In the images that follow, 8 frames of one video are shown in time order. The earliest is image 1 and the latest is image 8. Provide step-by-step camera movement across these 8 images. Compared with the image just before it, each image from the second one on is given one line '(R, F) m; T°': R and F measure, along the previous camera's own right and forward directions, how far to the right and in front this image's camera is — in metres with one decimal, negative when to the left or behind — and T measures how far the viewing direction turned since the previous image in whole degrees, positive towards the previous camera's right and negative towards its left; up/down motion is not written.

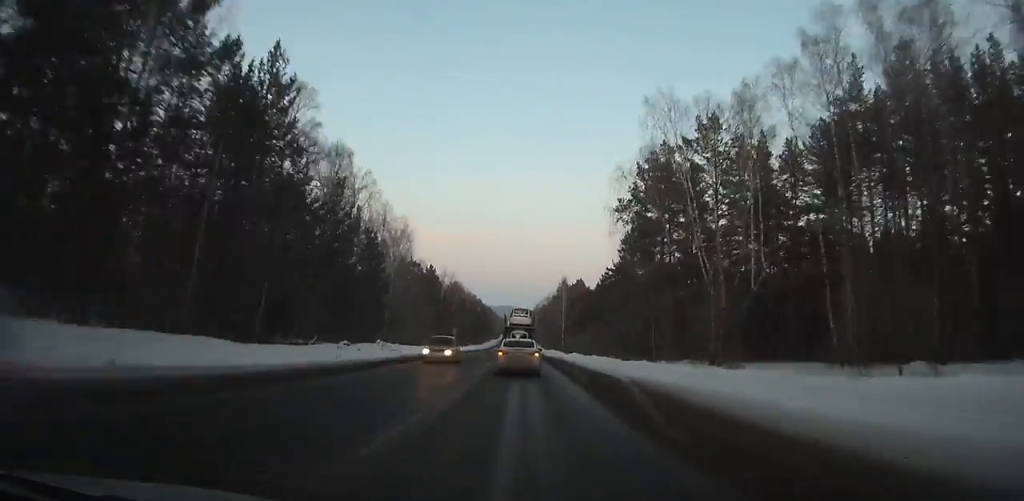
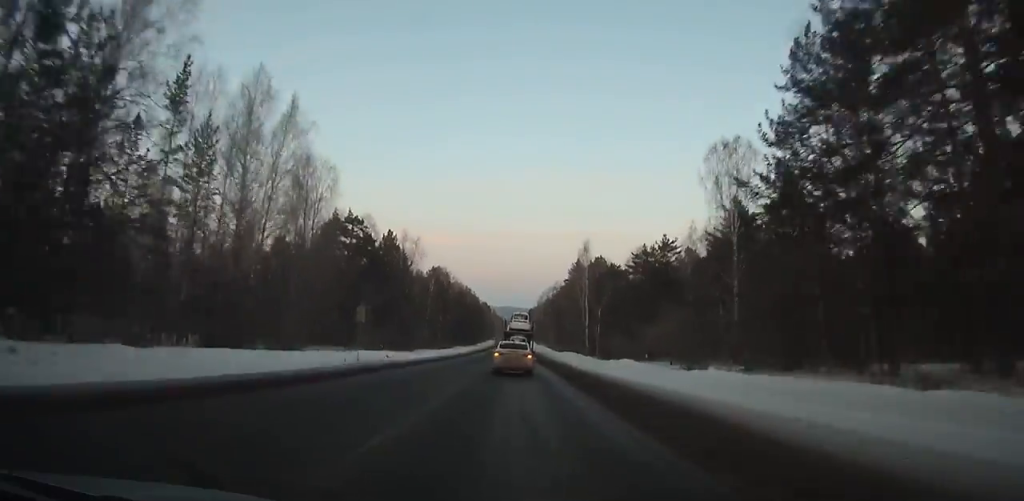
(-0.4, +50.6) m; -1°
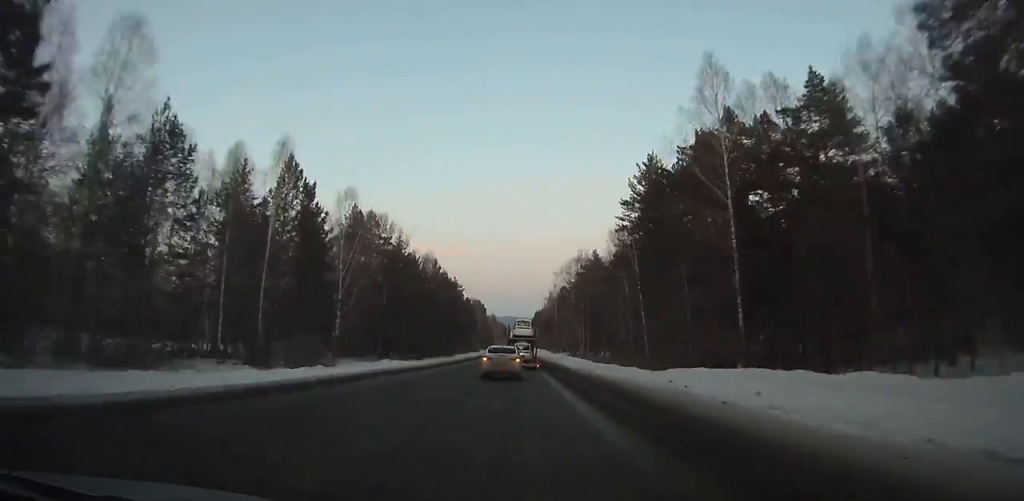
(-0.6, +88.4) m; -1°
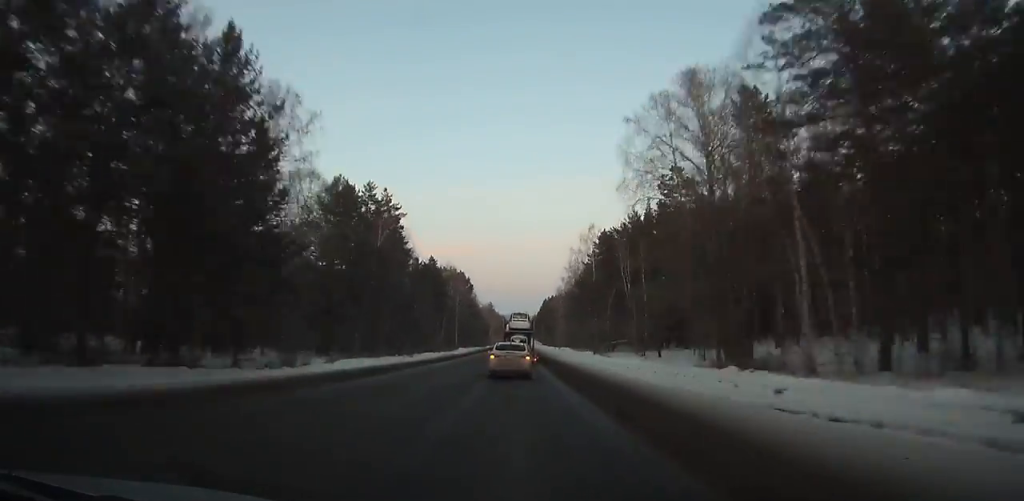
(-0.1, +94.7) m; 0°
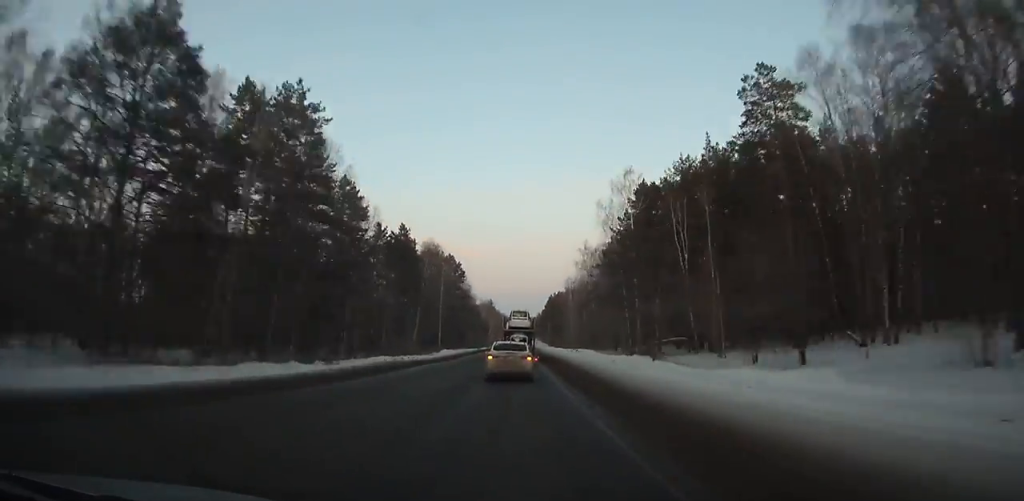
(+0.1, +34.7) m; 0°
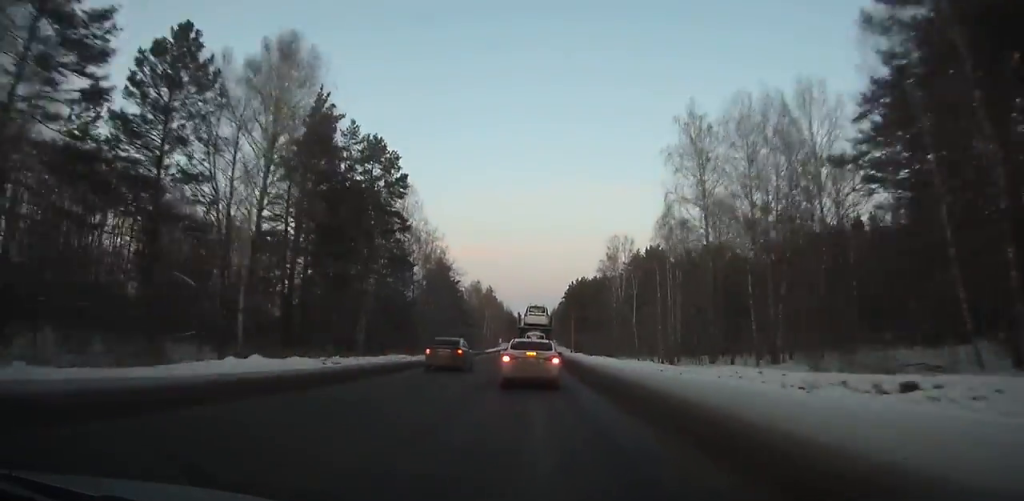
(-0.3, +77.0) m; 0°
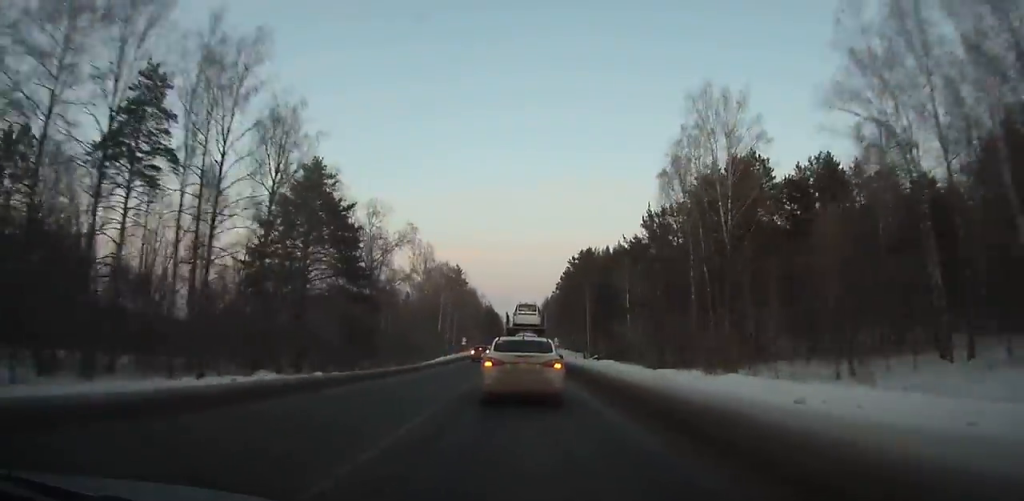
(+0.3, +59.7) m; 0°
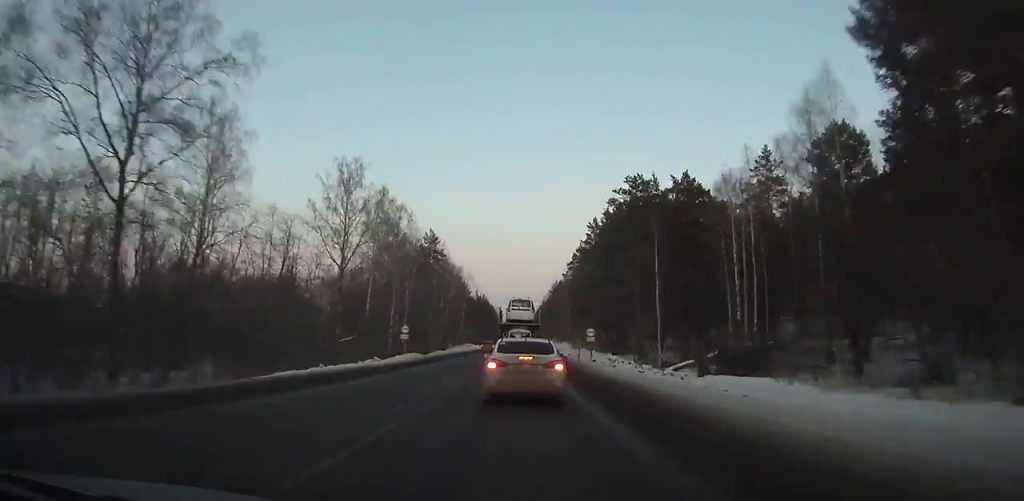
(+0.1, +45.1) m; 0°
